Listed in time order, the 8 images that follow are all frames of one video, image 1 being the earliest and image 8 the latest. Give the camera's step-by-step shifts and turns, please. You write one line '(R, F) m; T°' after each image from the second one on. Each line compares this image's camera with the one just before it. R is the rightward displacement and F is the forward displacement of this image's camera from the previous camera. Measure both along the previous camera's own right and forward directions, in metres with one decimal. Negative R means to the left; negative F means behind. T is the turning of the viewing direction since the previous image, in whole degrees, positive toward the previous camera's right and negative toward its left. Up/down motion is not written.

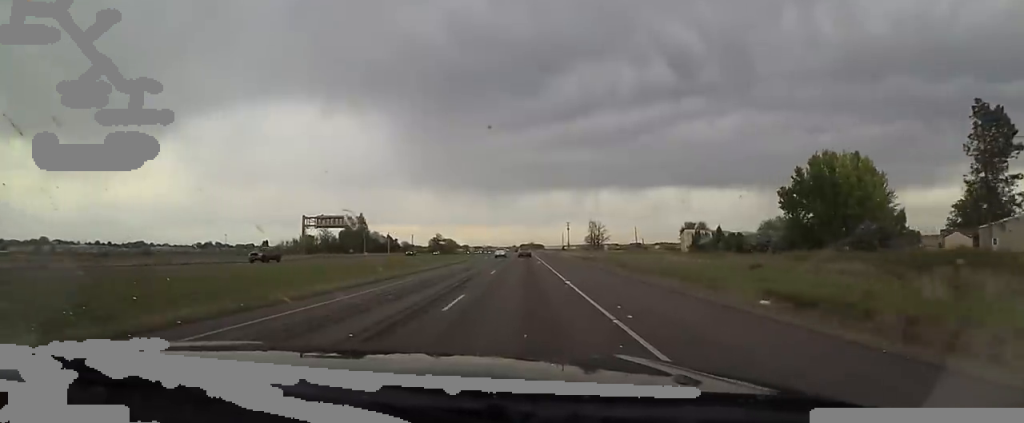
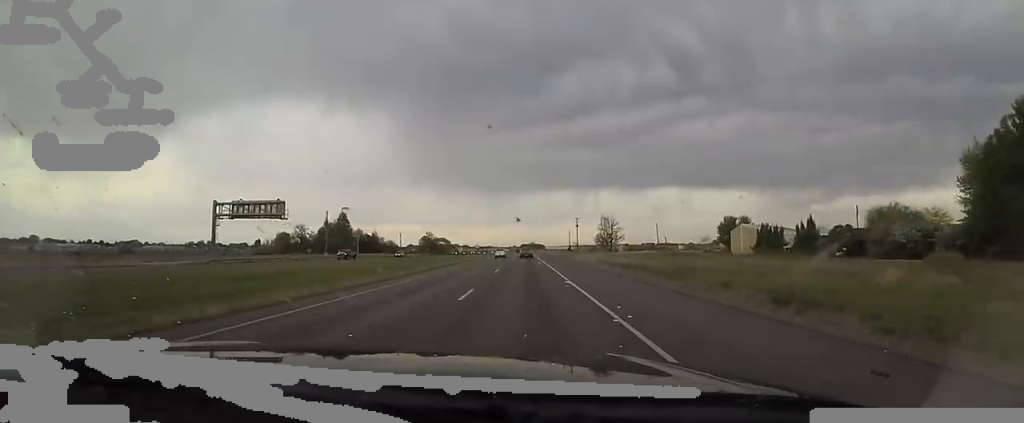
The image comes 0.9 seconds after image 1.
(-0.5, +28.7) m; -1°
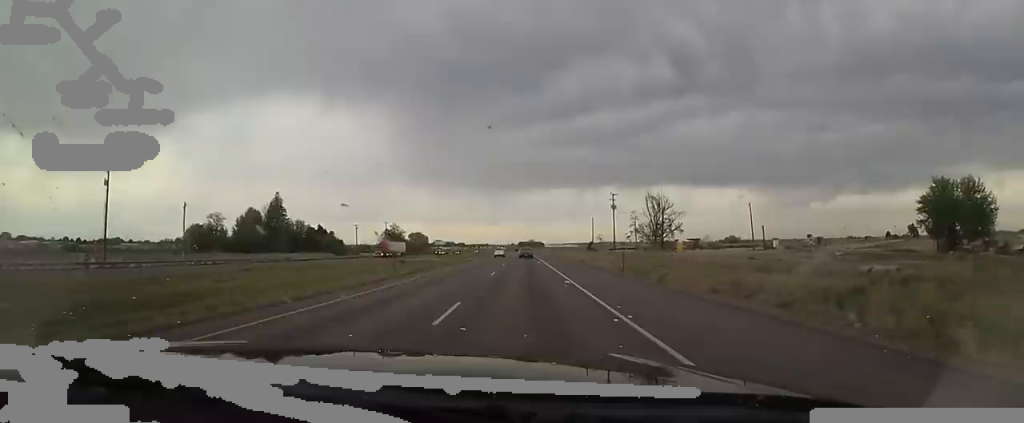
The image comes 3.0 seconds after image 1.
(+1.3, +65.3) m; +1°
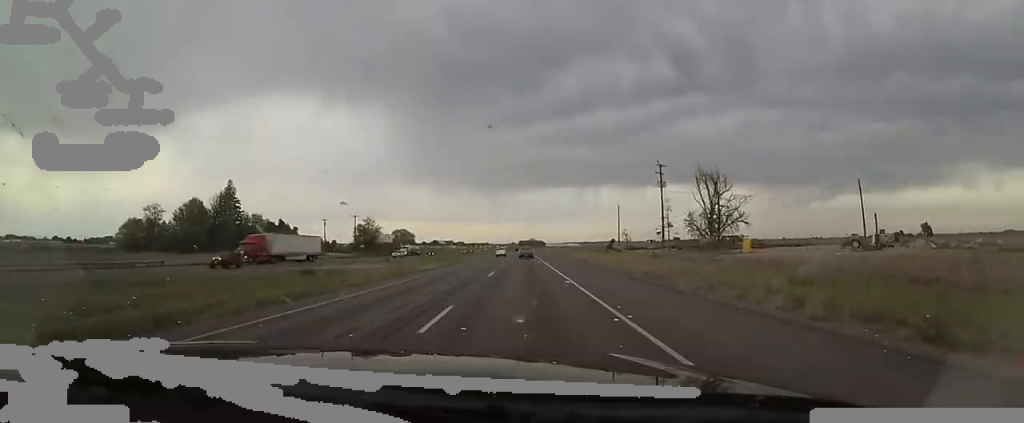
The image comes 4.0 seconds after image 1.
(-0.7, +30.8) m; -2°
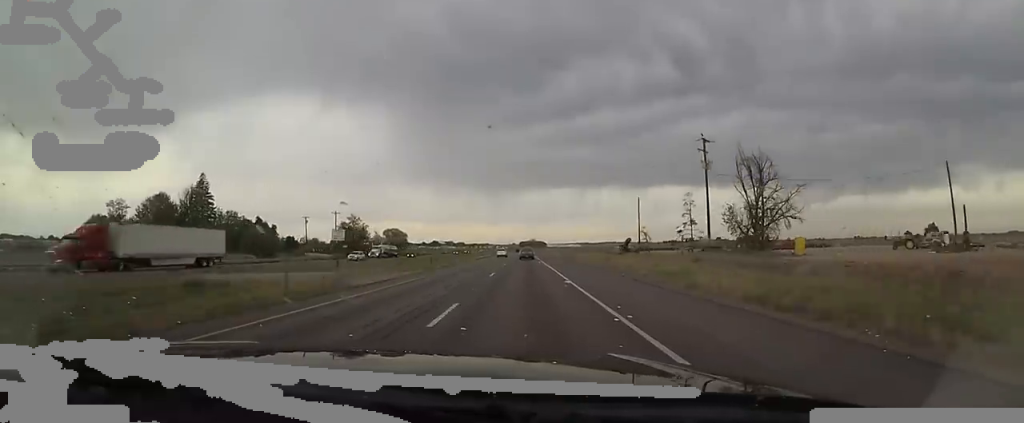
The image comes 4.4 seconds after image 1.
(-0.2, +14.4) m; 0°
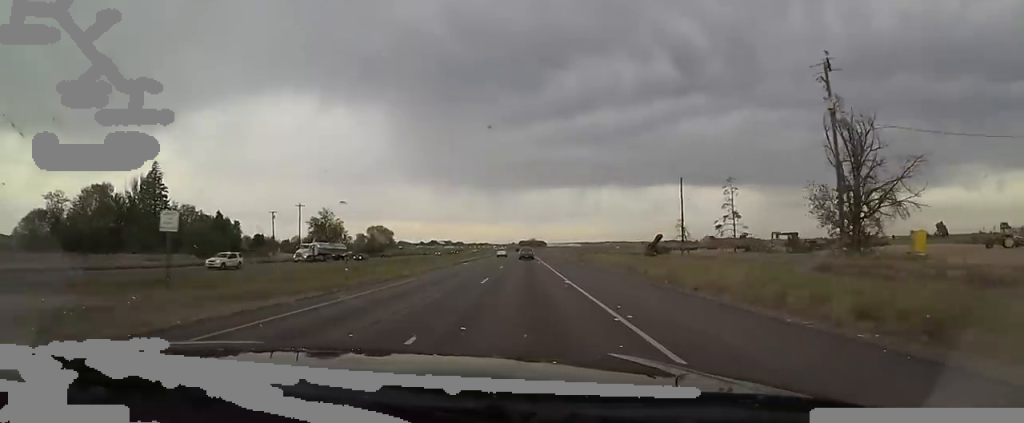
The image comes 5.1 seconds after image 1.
(-0.1, +19.6) m; +1°
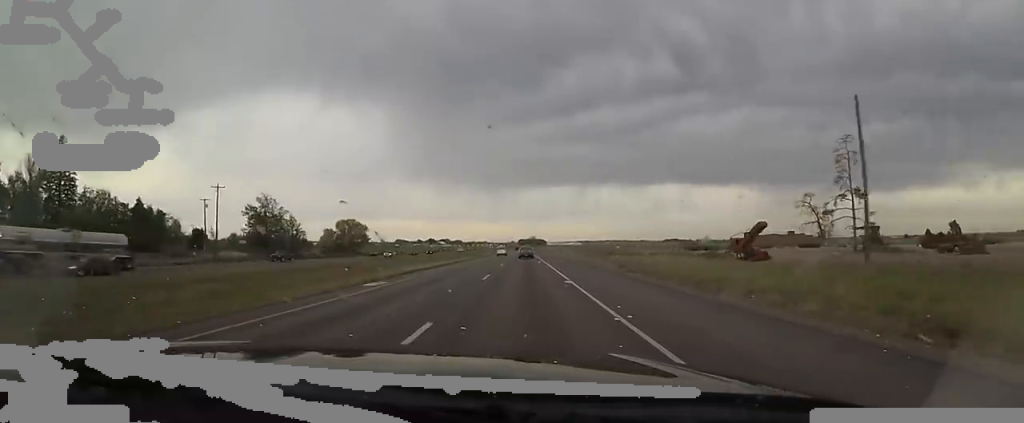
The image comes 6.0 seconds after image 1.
(+0.7, +29.3) m; +1°
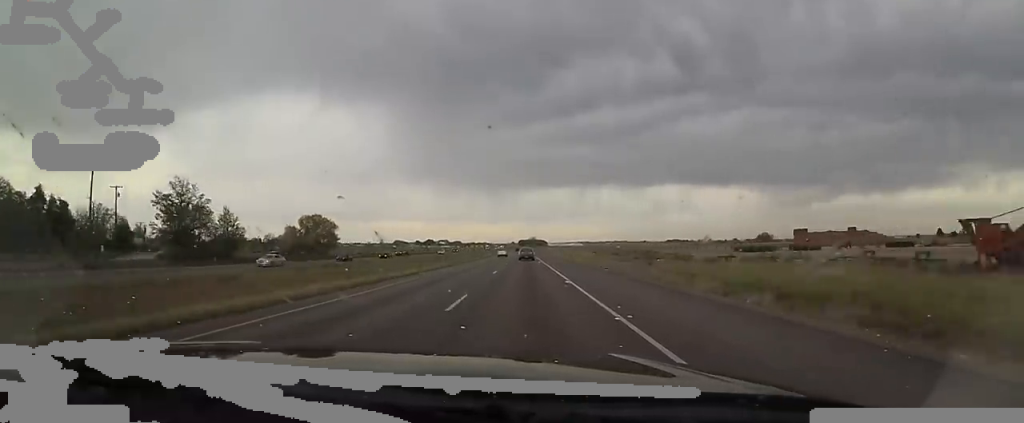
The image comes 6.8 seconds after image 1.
(0.0, +25.4) m; 0°
